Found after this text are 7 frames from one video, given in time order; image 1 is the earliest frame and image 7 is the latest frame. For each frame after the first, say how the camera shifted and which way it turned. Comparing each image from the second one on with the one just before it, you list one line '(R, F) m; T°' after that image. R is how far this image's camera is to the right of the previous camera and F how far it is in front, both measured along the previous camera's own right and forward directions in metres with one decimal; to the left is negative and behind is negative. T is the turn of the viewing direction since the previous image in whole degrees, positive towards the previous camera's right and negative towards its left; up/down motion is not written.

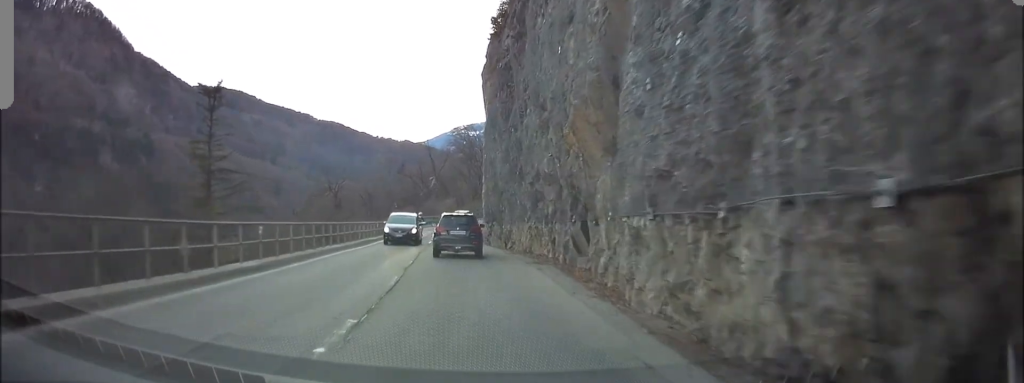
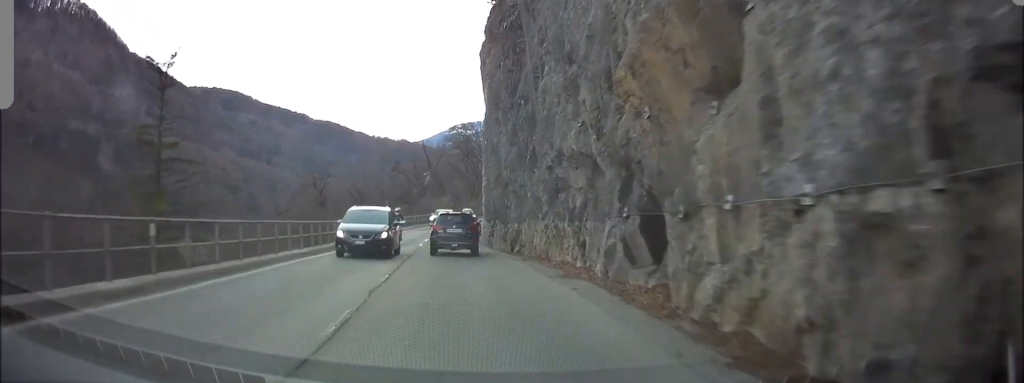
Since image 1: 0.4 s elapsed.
(0.0, +5.5) m; -1°
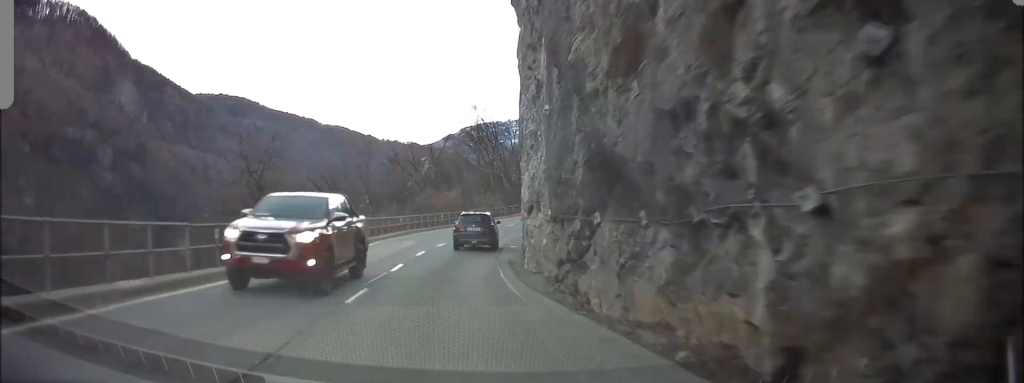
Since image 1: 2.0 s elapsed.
(-0.9, +21.4) m; -4°
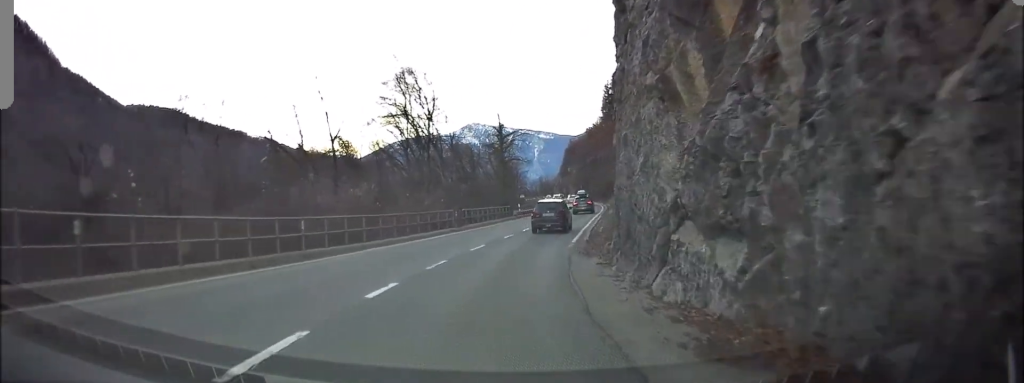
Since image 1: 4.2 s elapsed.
(+0.4, +28.8) m; +3°
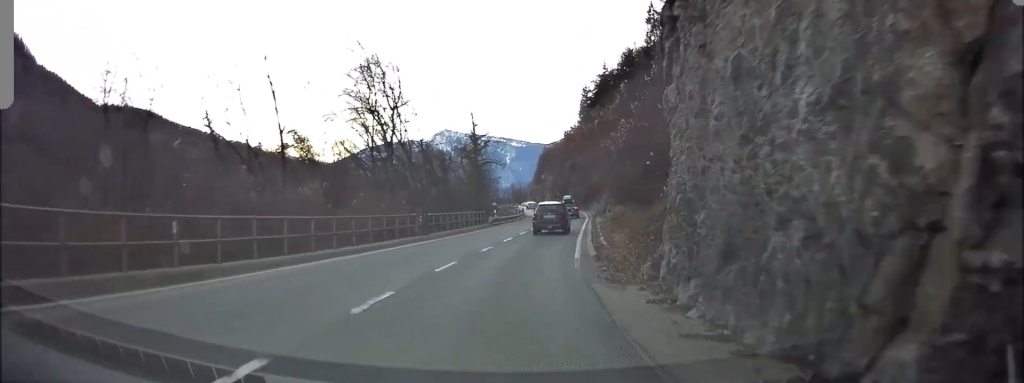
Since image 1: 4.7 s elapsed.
(+0.2, +6.3) m; +2°
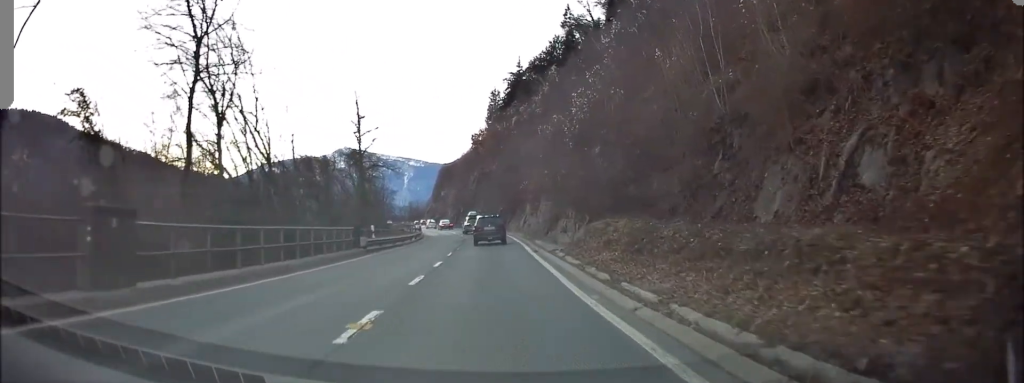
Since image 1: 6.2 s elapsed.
(+1.1, +18.3) m; +8°
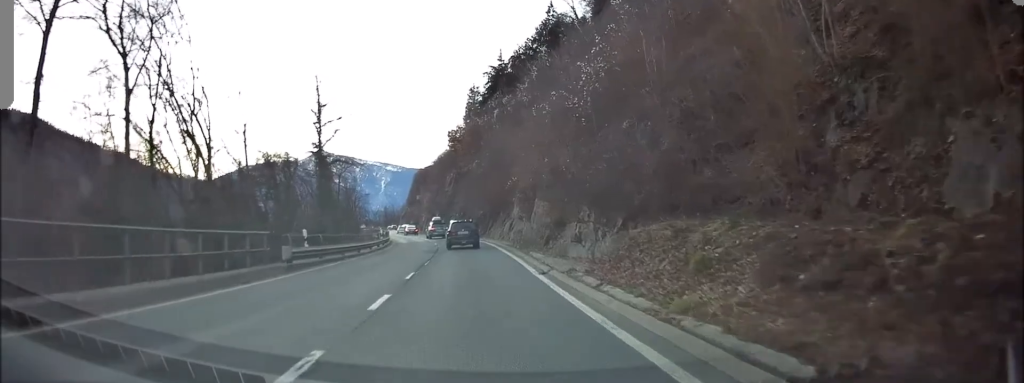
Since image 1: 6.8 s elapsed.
(+0.4, +8.6) m; +4°
